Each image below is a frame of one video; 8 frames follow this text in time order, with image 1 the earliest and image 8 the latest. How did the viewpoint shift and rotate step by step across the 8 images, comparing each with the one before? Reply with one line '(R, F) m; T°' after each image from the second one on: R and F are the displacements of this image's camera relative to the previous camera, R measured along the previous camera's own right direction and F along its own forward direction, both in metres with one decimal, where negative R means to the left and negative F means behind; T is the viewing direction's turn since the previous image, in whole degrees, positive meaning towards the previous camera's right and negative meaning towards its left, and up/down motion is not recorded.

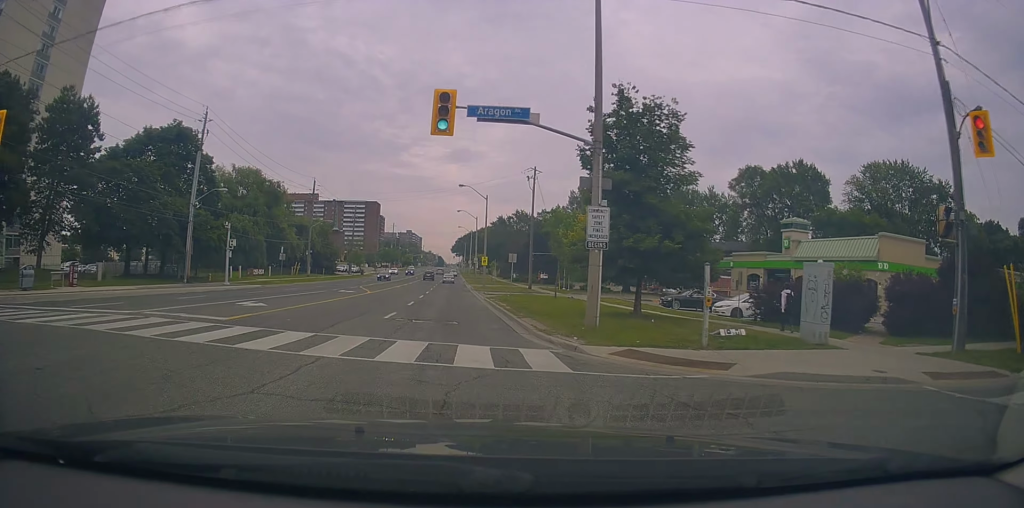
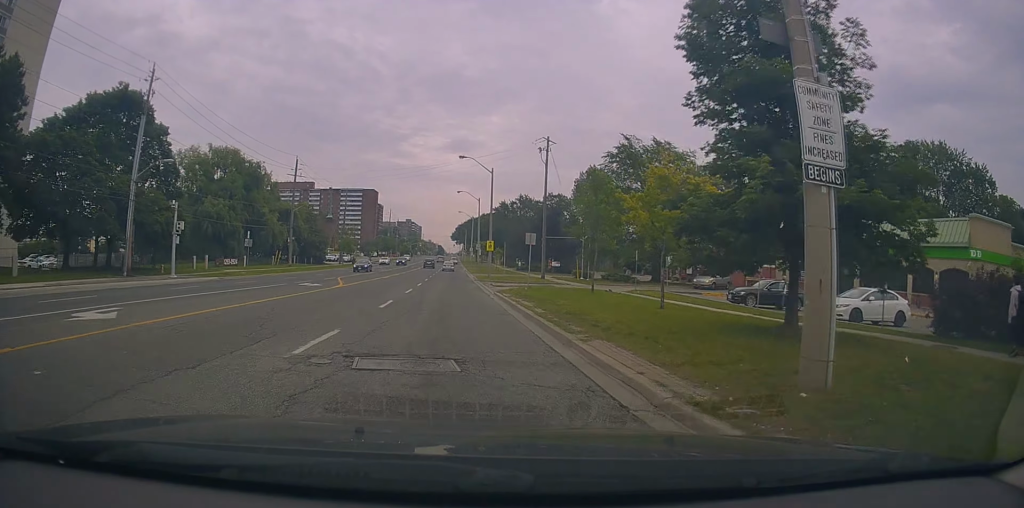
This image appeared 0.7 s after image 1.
(0.0, +10.1) m; 0°
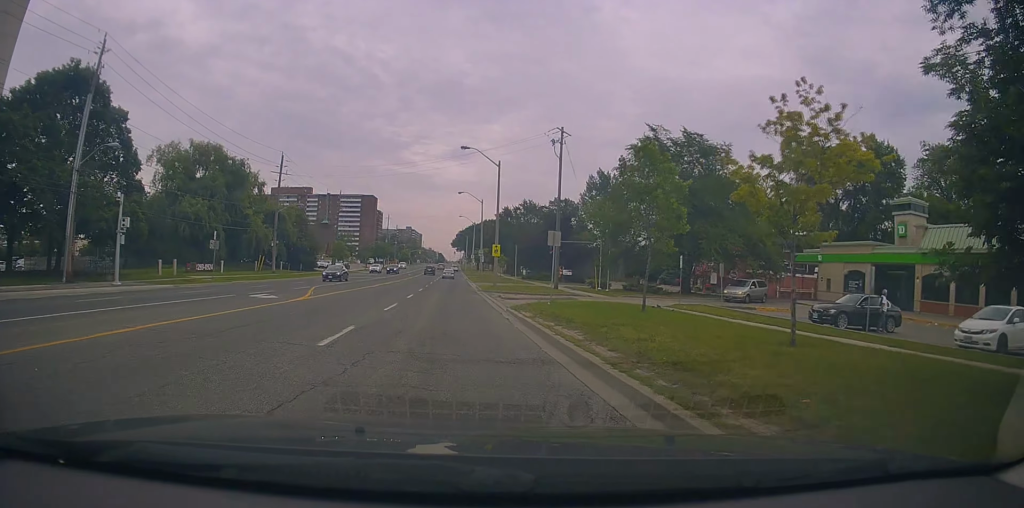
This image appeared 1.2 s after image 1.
(0.0, +7.2) m; 0°
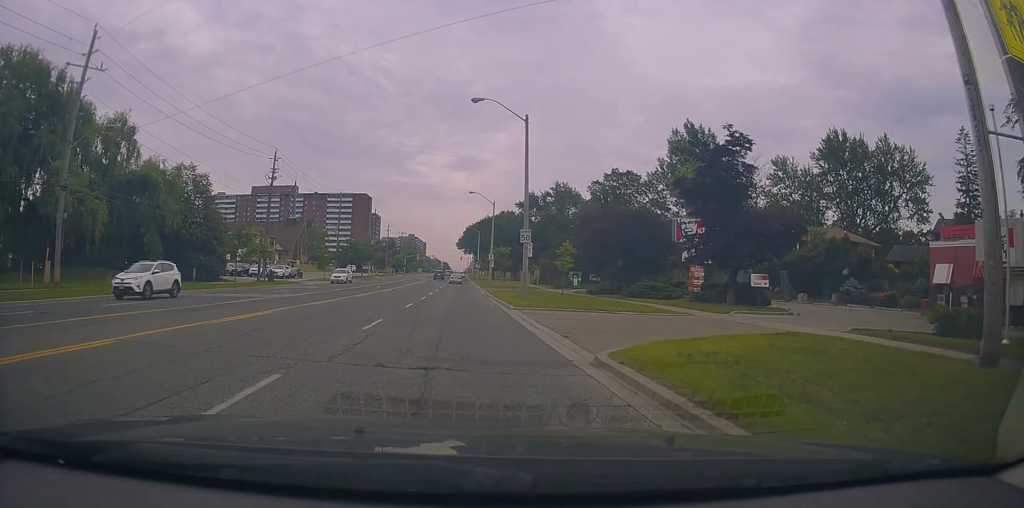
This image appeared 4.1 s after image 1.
(-0.3, +42.5) m; 0°
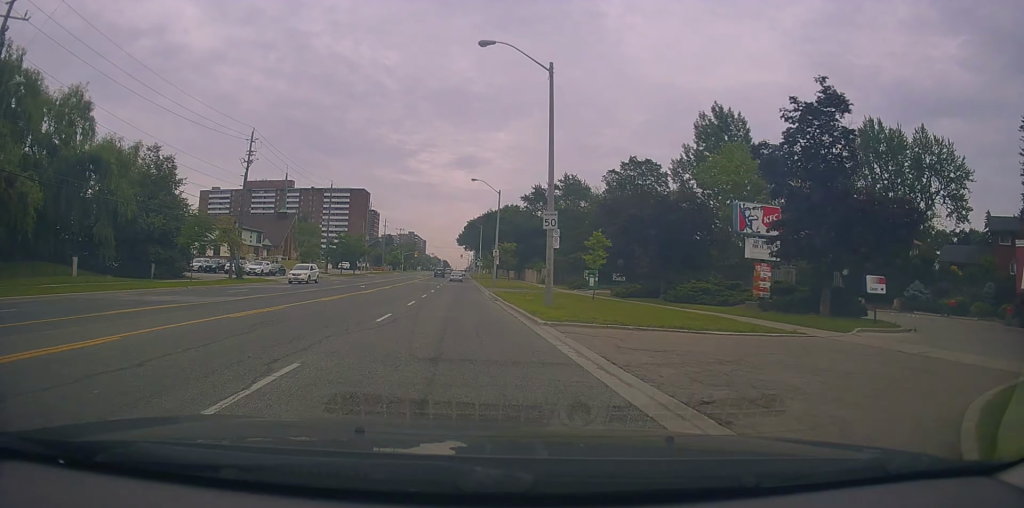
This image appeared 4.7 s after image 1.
(0.0, +7.9) m; 0°
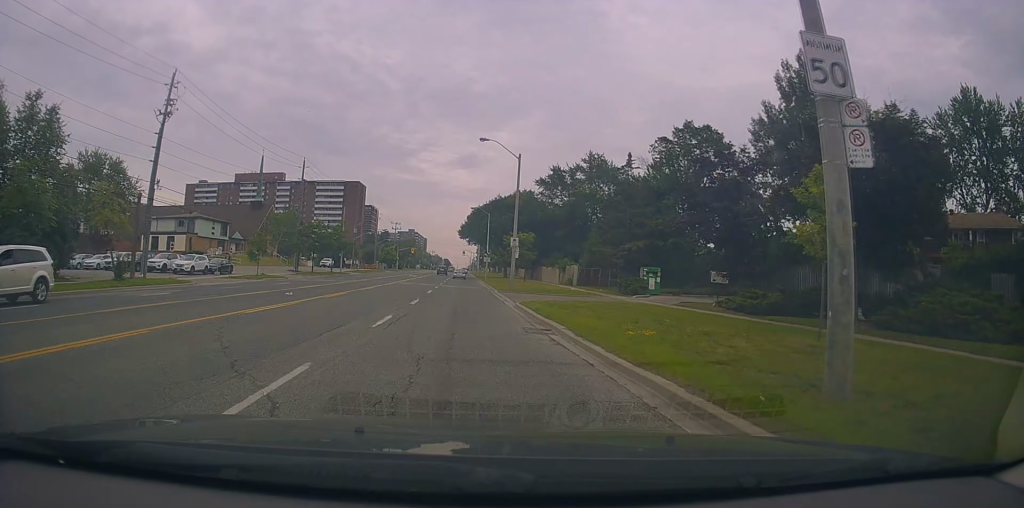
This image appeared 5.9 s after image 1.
(-0.1, +18.7) m; 0°
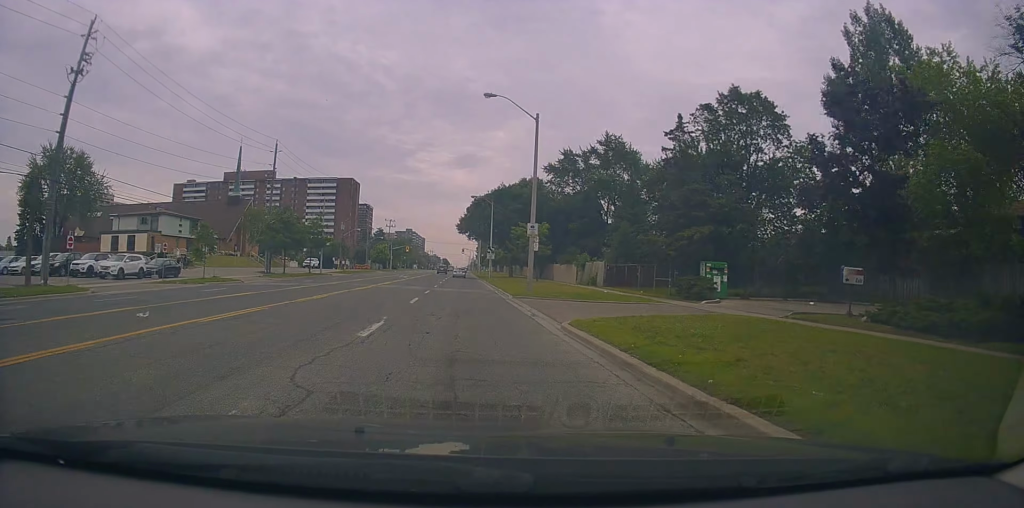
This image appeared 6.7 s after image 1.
(+0.1, +11.3) m; 0°
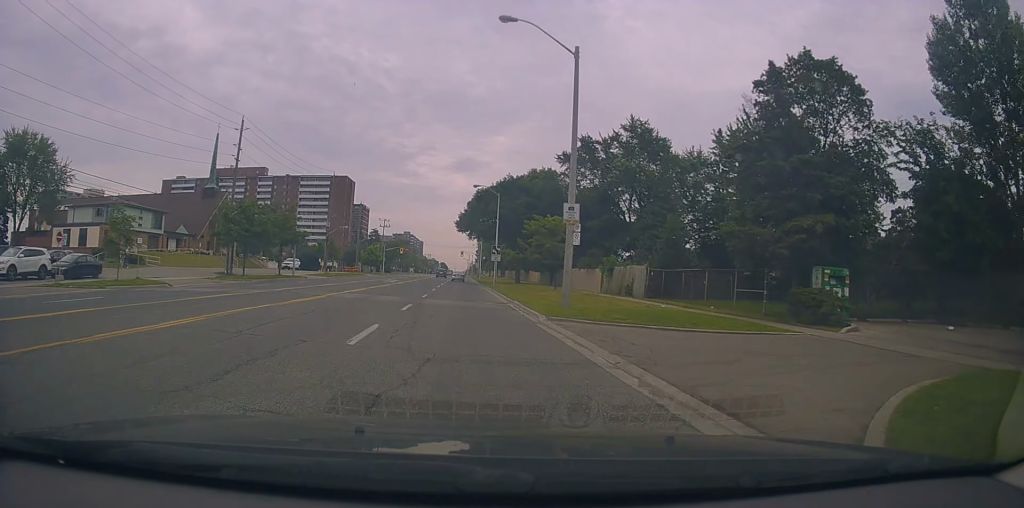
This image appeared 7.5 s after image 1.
(-0.1, +10.9) m; 0°
